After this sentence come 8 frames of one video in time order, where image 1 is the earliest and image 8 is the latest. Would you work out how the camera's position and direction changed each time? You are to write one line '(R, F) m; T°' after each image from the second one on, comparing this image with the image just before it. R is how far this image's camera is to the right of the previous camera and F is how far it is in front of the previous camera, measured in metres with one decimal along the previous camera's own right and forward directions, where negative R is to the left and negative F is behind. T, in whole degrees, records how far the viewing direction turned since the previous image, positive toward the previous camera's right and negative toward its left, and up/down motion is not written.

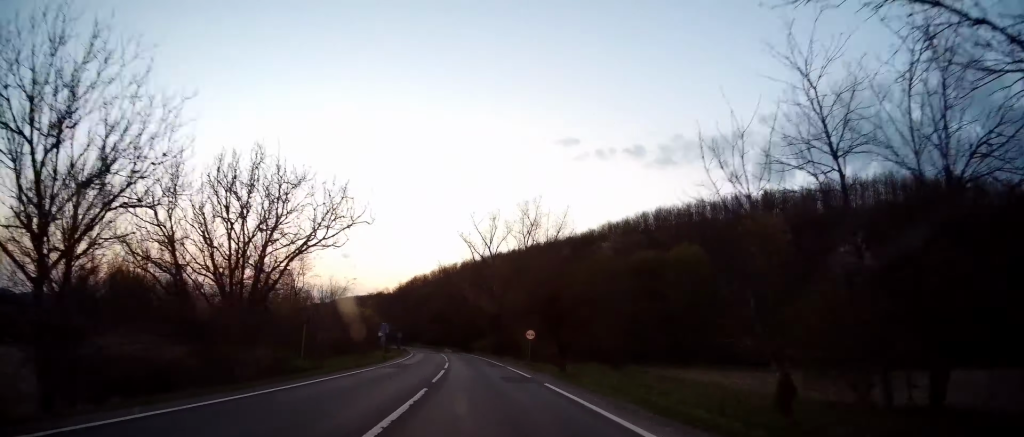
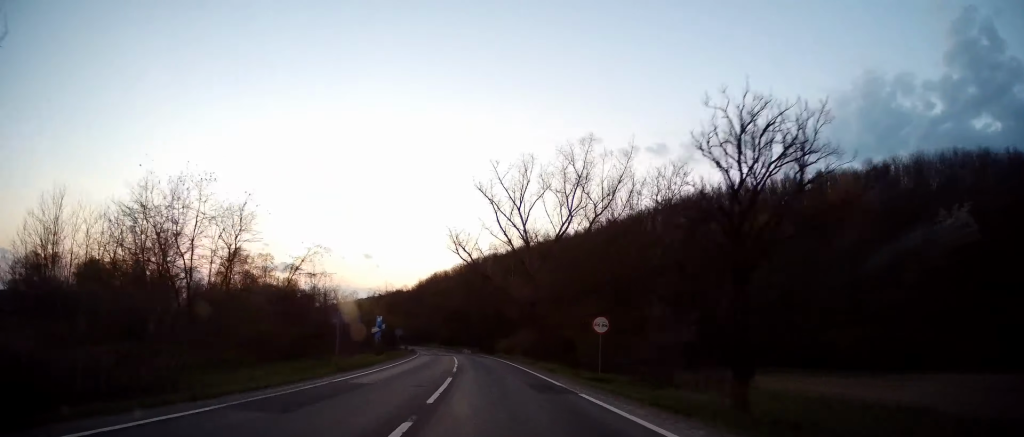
(-0.3, +18.4) m; -2°
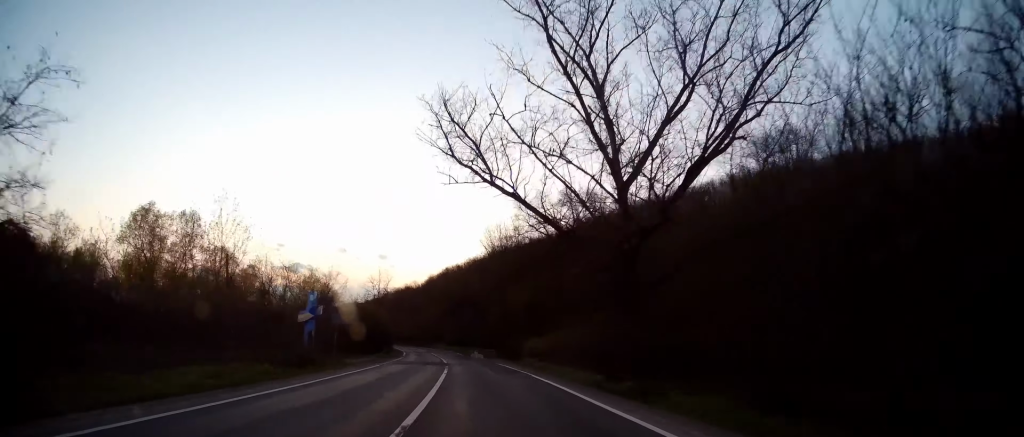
(-0.6, +25.7) m; -2°
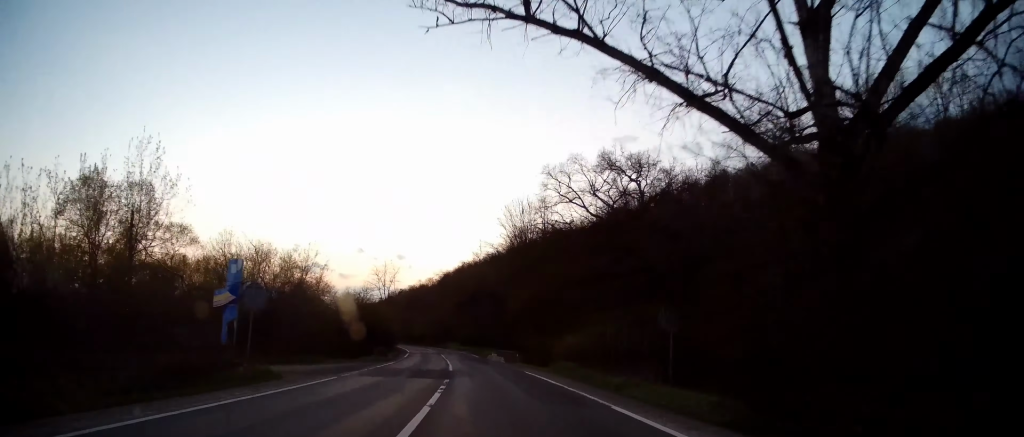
(-0.1, +11.8) m; -1°
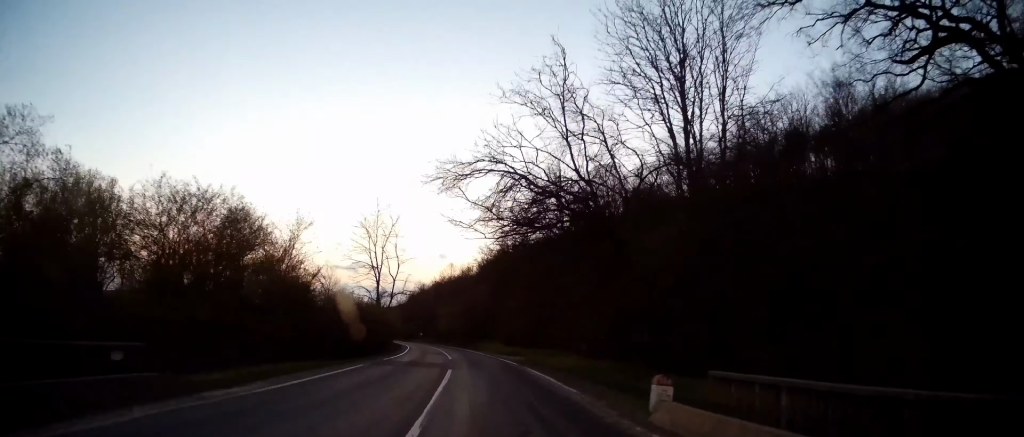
(-0.6, +38.2) m; -4°
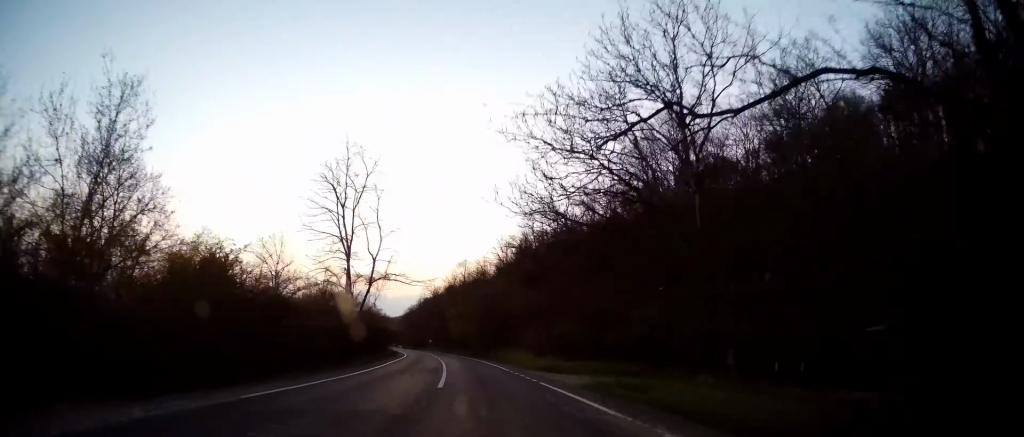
(-1.0, +19.1) m; -3°
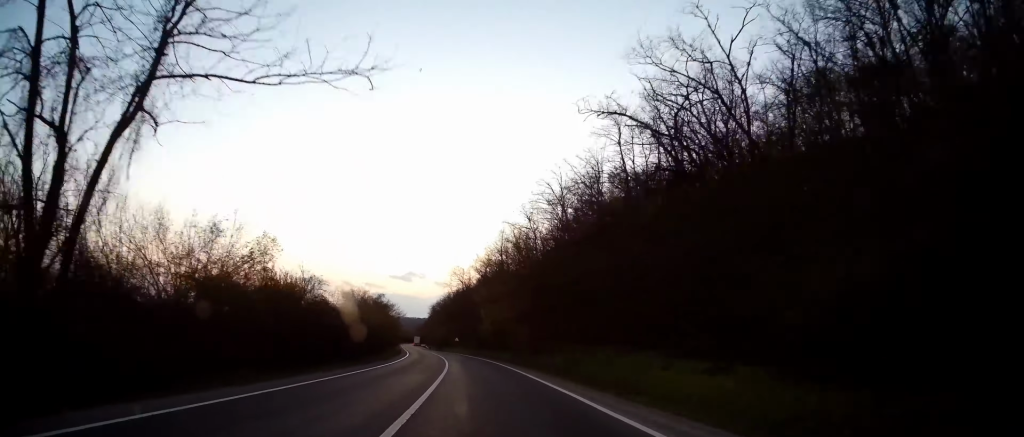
(-0.5, +31.9) m; -2°
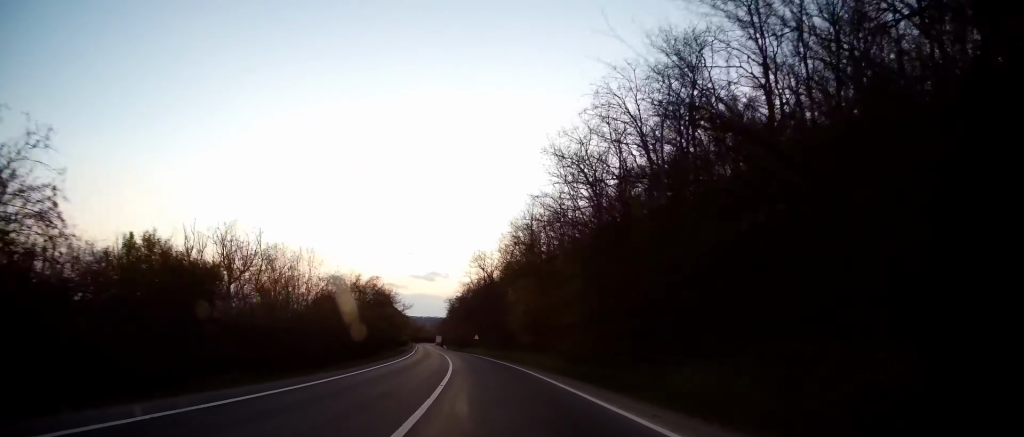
(0.0, +18.6) m; -2°
